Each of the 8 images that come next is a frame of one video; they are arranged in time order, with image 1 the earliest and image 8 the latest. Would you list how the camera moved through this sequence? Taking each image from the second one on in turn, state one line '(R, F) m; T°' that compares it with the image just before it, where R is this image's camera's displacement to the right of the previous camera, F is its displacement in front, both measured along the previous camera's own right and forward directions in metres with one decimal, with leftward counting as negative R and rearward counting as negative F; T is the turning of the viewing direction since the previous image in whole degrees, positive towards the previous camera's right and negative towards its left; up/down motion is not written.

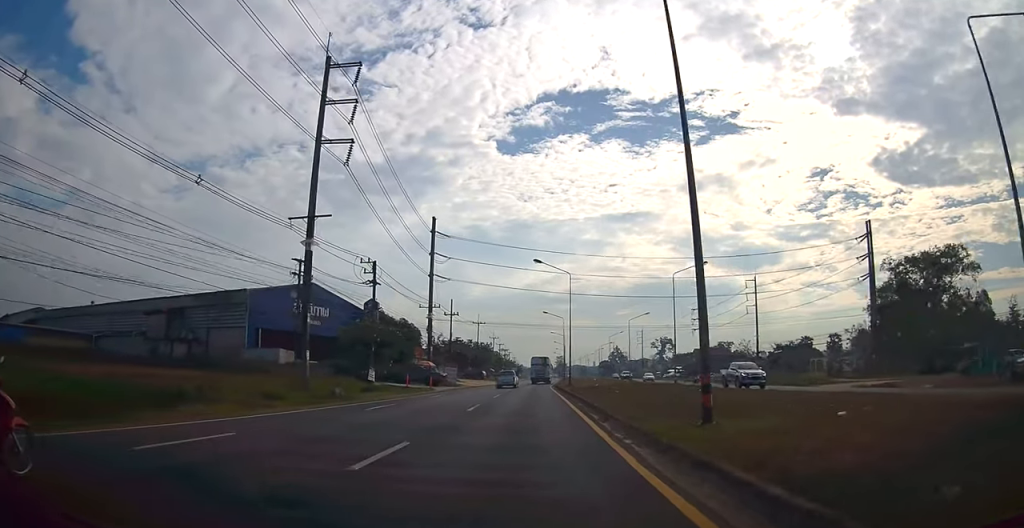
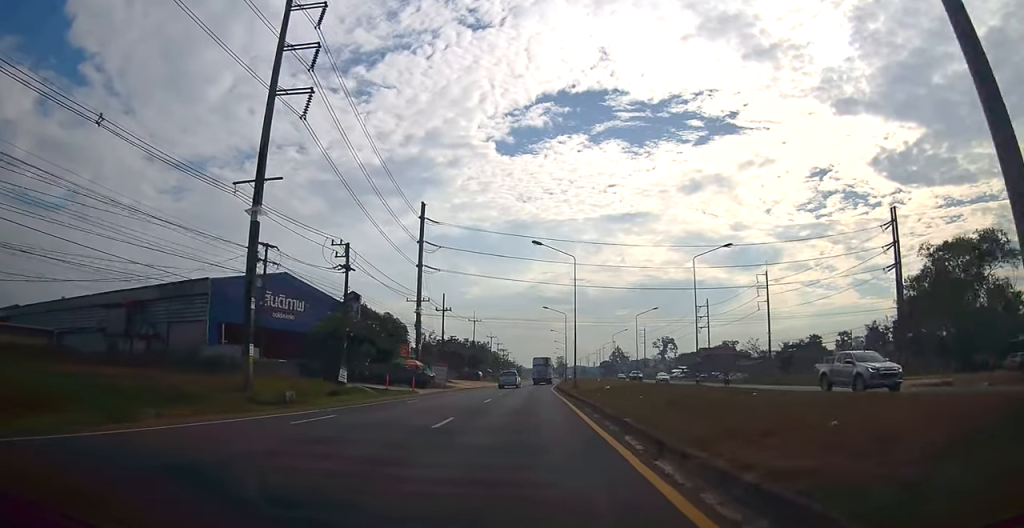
(0.0, +6.1) m; +1°
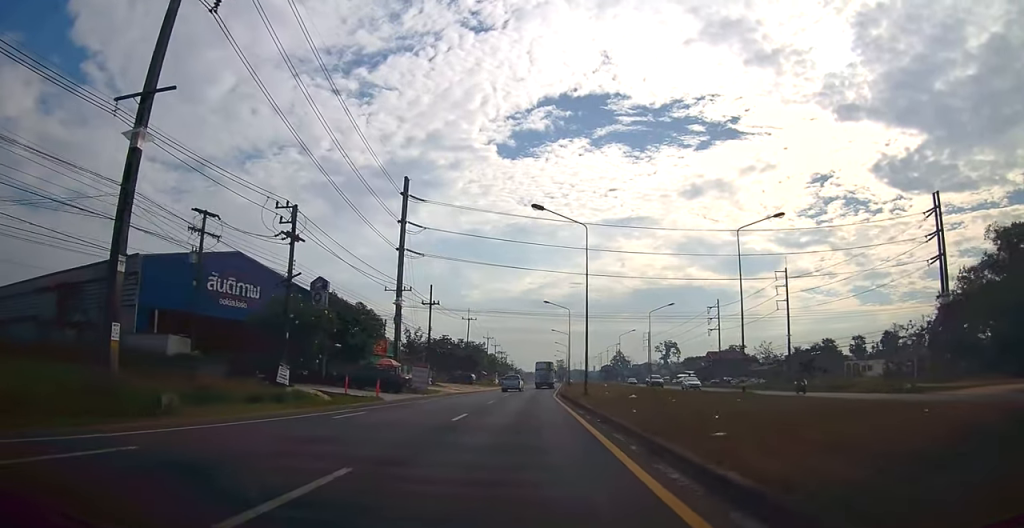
(+0.1, +8.6) m; +1°
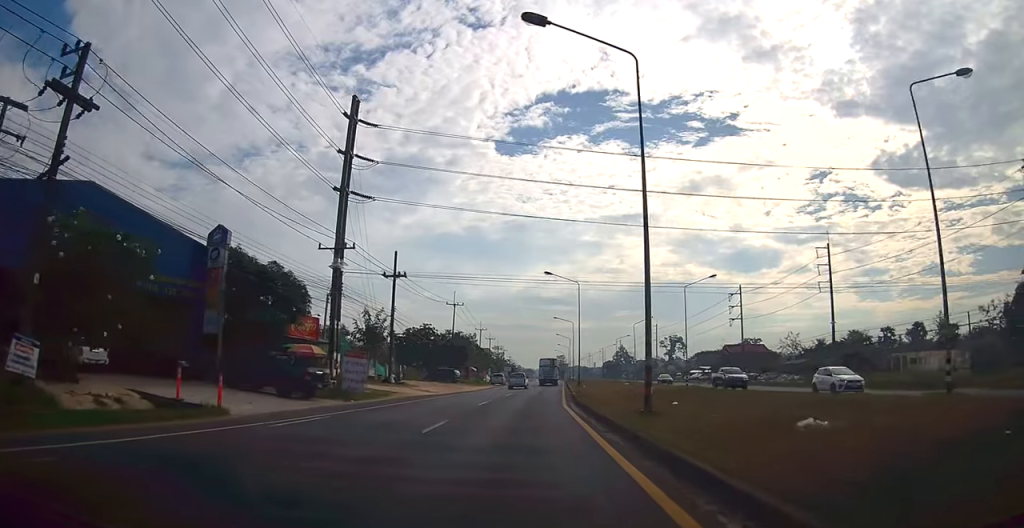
(+0.2, +15.7) m; +1°
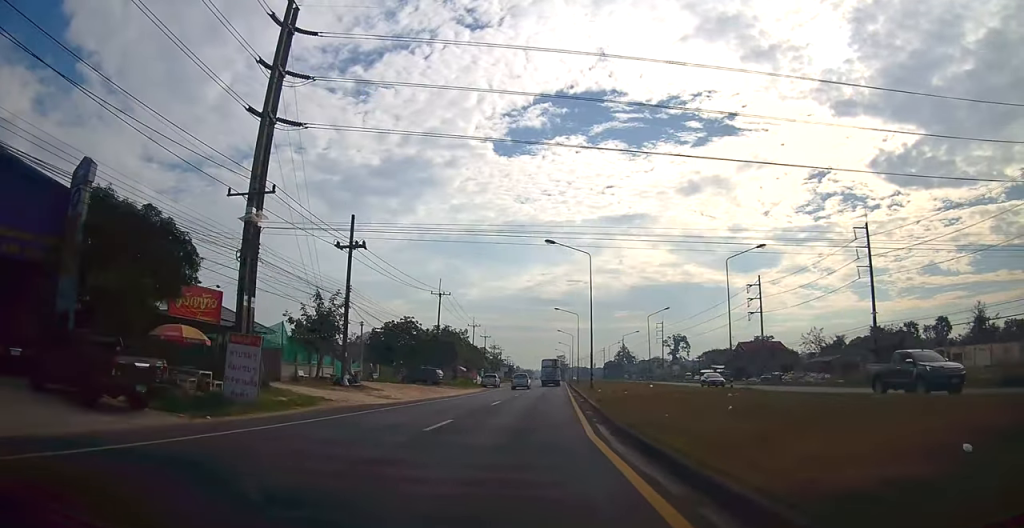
(0.0, +11.4) m; +1°
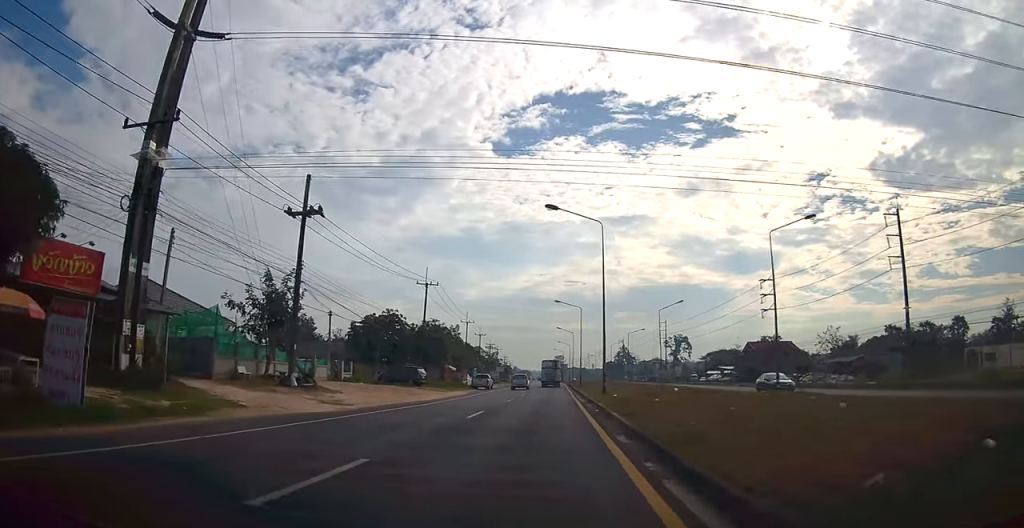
(+0.1, +7.7) m; +1°
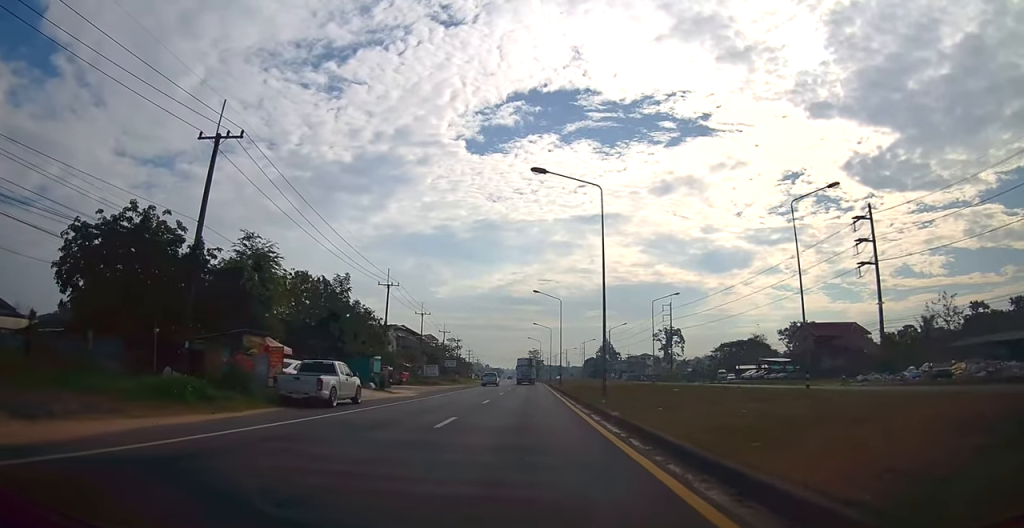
(-0.1, +40.6) m; +1°
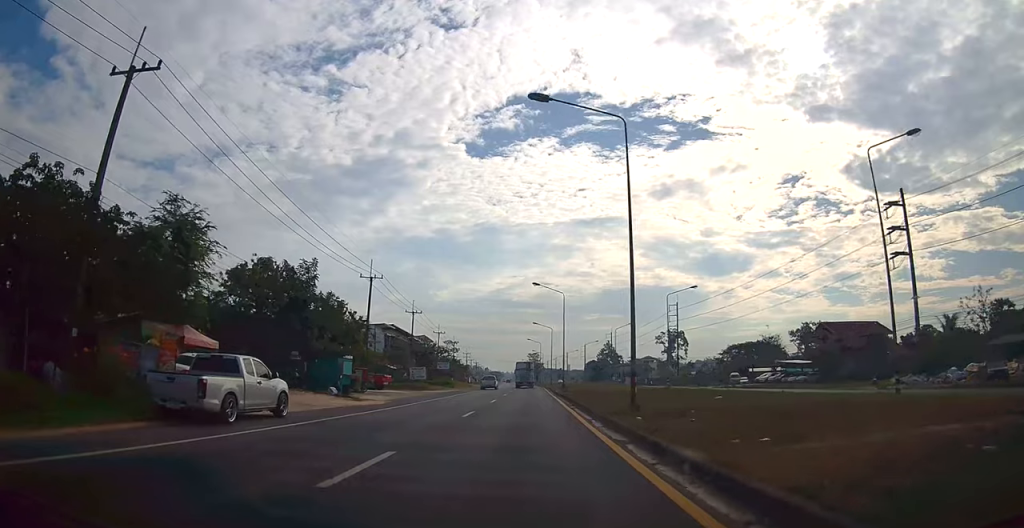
(+0.1, +6.9) m; +1°
